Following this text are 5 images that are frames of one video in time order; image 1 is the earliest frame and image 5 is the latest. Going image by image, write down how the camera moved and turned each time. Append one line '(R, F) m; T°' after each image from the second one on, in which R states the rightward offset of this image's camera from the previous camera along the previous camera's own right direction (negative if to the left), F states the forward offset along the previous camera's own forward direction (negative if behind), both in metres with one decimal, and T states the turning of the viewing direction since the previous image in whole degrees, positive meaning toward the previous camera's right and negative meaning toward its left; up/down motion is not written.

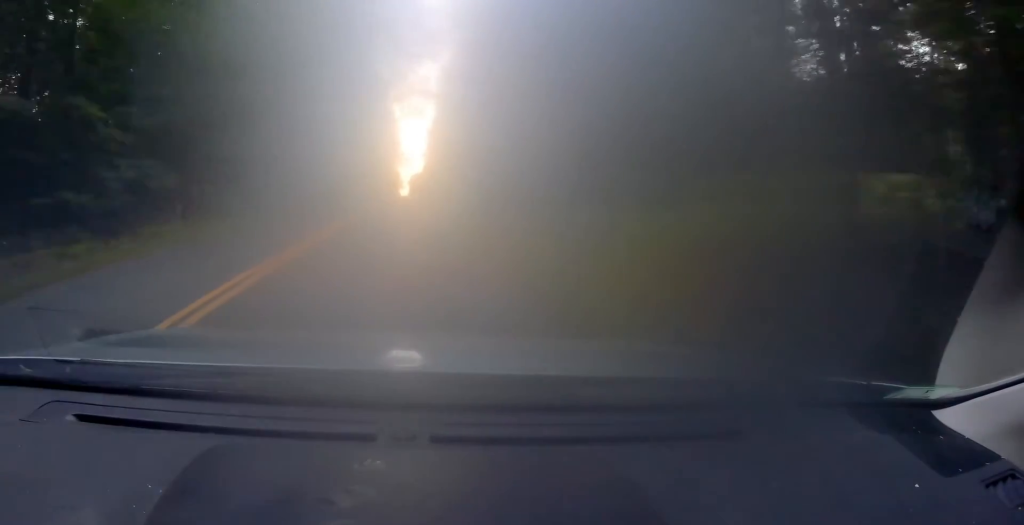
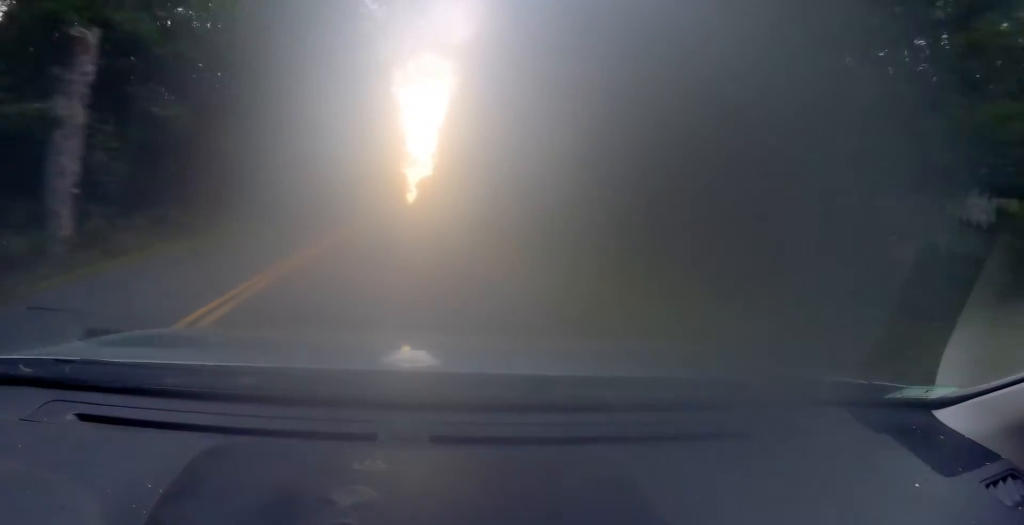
(+0.3, +15.2) m; -1°
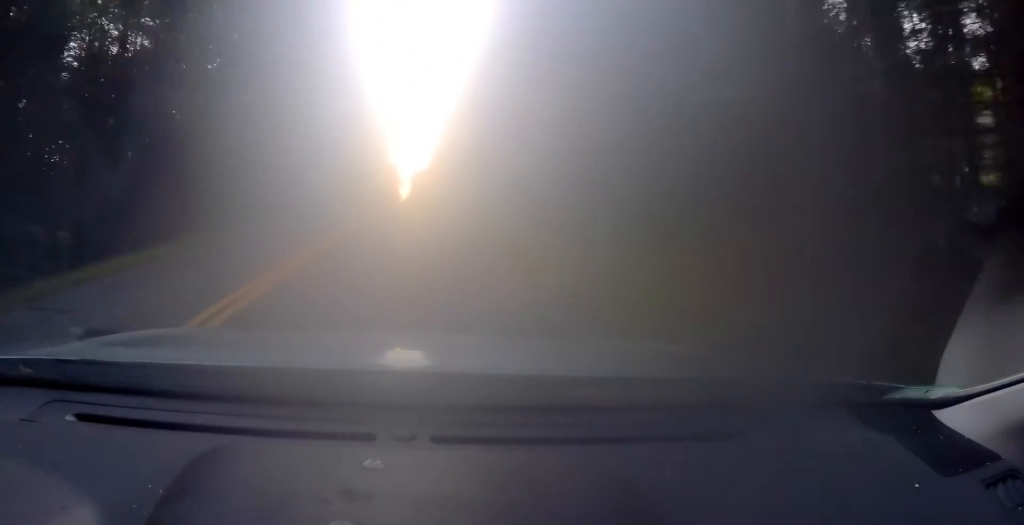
(-0.6, +29.8) m; 0°
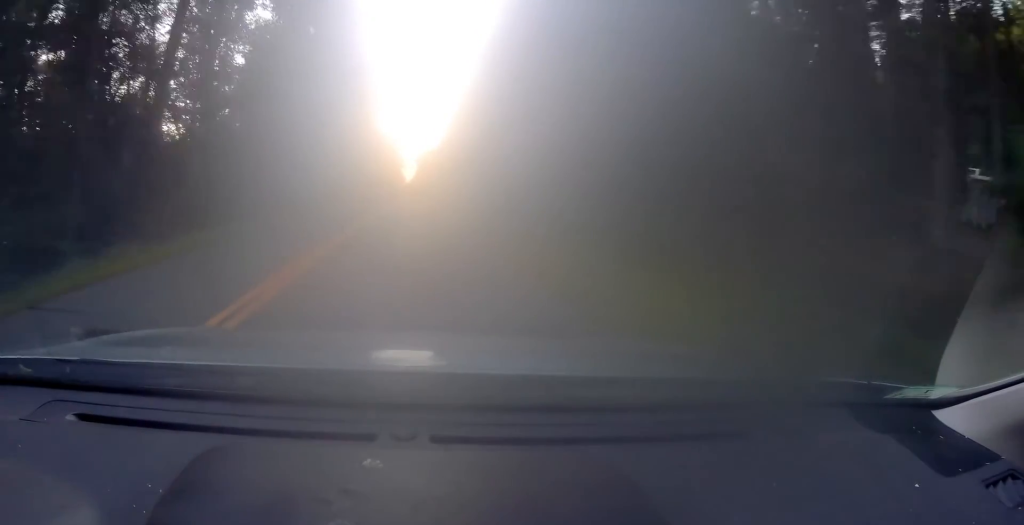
(+0.3, +42.9) m; -1°
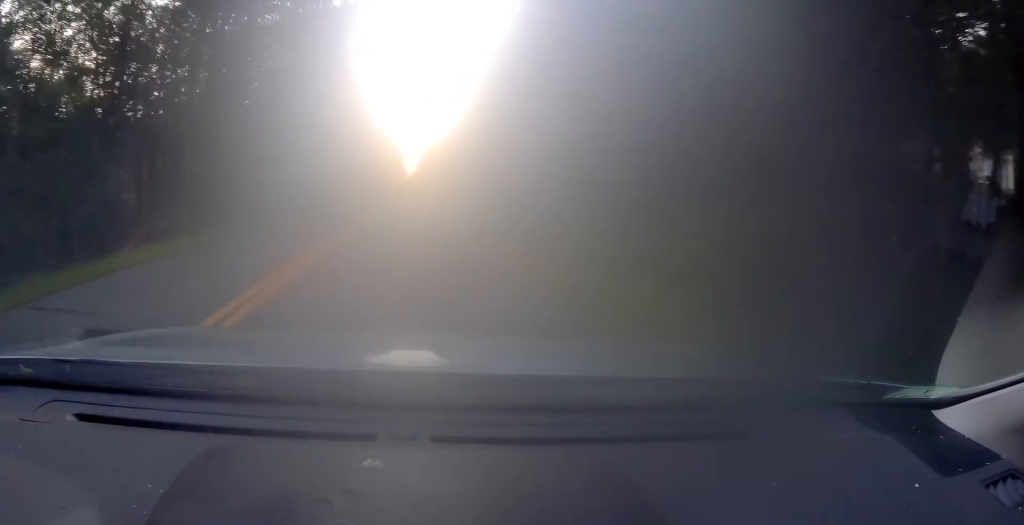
(-0.1, +22.4) m; +1°
